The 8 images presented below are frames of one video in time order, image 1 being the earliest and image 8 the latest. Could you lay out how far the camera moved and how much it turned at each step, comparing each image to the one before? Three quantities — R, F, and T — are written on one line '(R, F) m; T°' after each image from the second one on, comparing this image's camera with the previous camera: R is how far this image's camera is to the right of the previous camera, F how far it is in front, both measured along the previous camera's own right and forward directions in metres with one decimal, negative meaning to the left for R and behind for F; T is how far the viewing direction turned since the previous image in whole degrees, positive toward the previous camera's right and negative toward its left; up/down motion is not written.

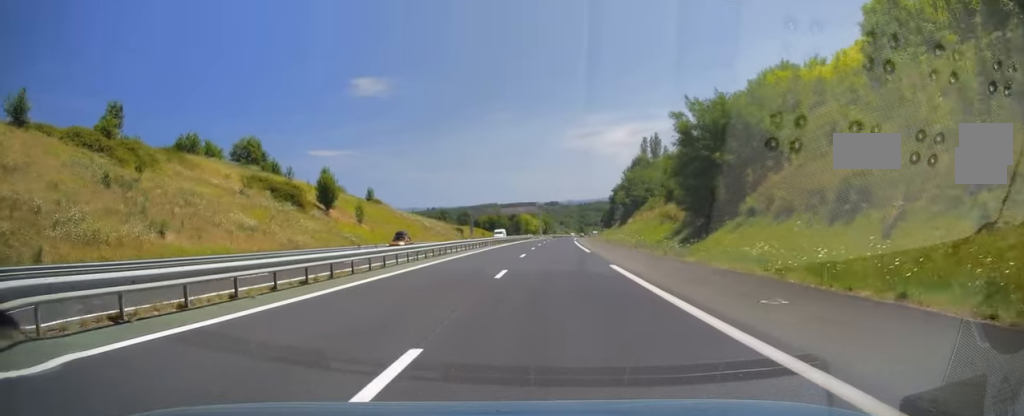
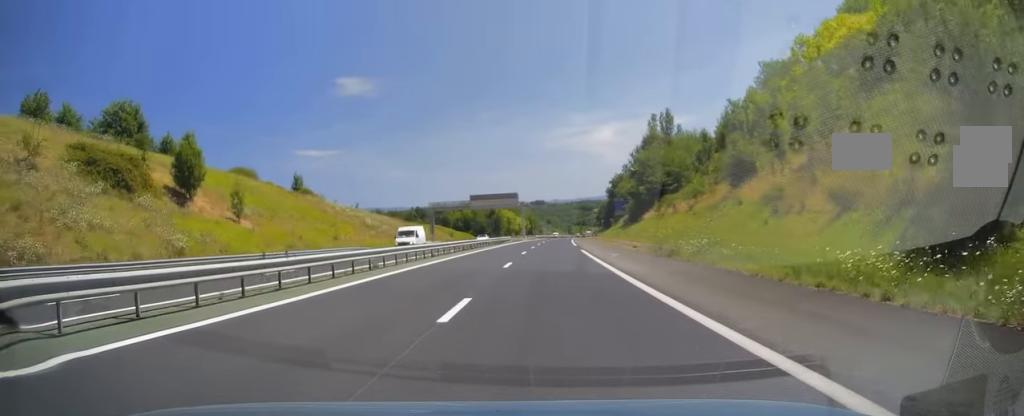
(+0.4, +35.4) m; +1°
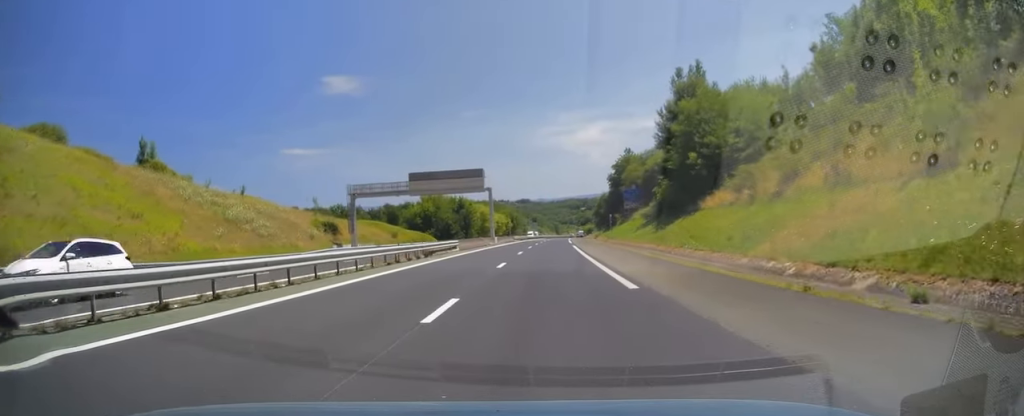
(+0.4, +40.9) m; +2°
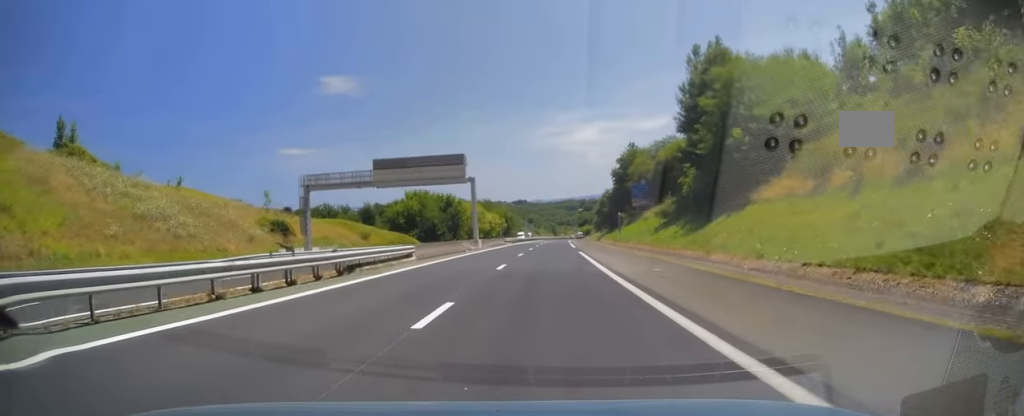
(+0.1, +13.9) m; +1°
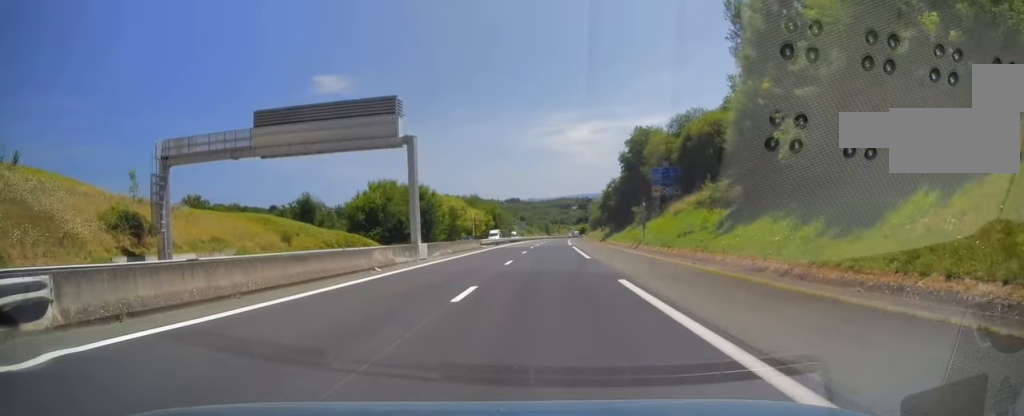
(+0.3, +23.5) m; +1°
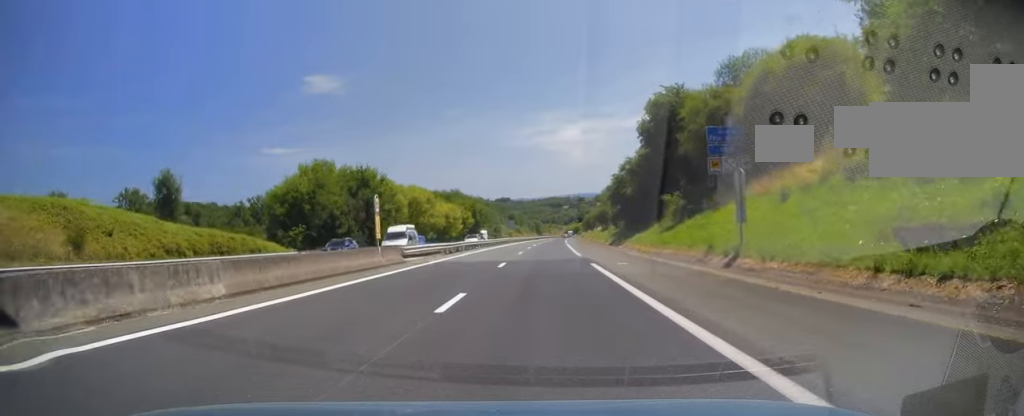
(0.0, +28.6) m; 0°
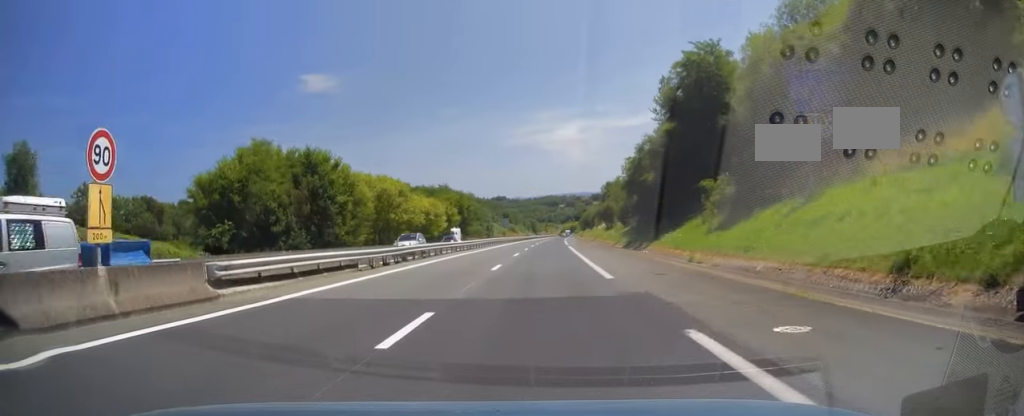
(0.0, +16.7) m; 0°
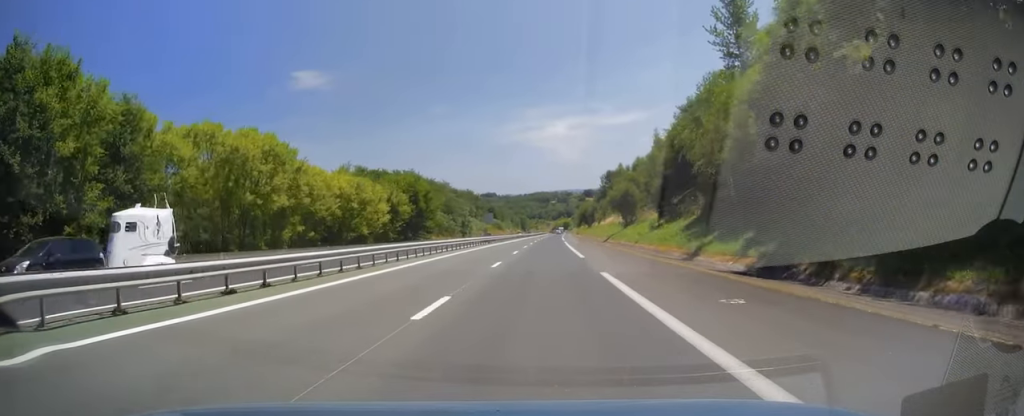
(+0.4, +38.7) m; +1°
